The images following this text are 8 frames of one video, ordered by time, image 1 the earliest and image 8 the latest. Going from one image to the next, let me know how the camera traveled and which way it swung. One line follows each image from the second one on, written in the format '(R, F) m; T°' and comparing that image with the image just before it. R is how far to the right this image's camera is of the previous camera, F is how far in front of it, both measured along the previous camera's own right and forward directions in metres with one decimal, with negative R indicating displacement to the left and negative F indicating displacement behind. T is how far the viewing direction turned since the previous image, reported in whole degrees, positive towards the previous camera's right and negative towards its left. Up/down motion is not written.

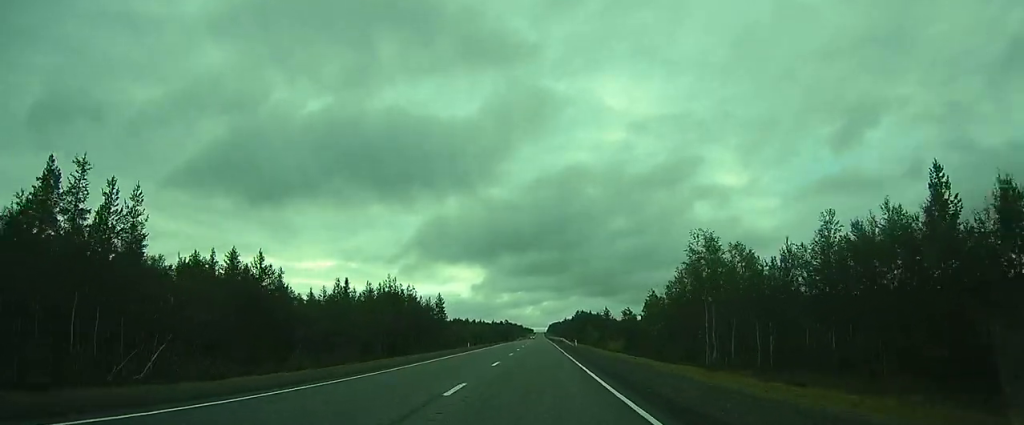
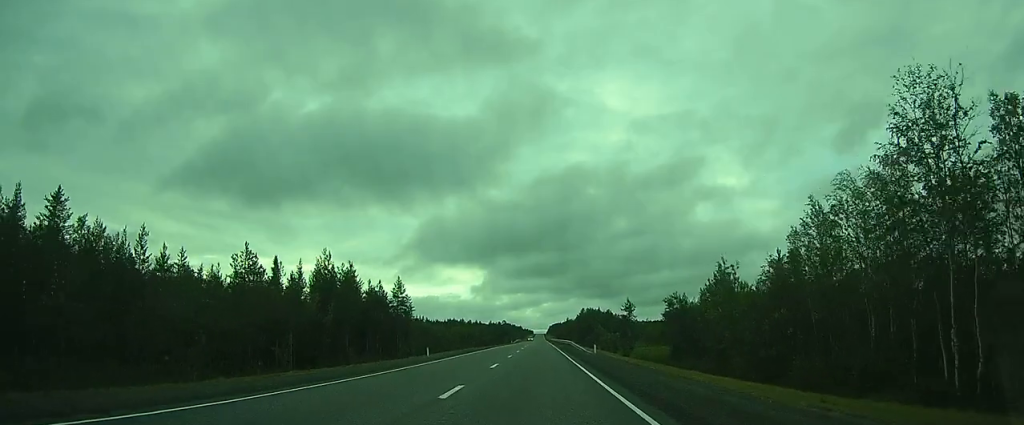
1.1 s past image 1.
(0.0, +25.5) m; 0°
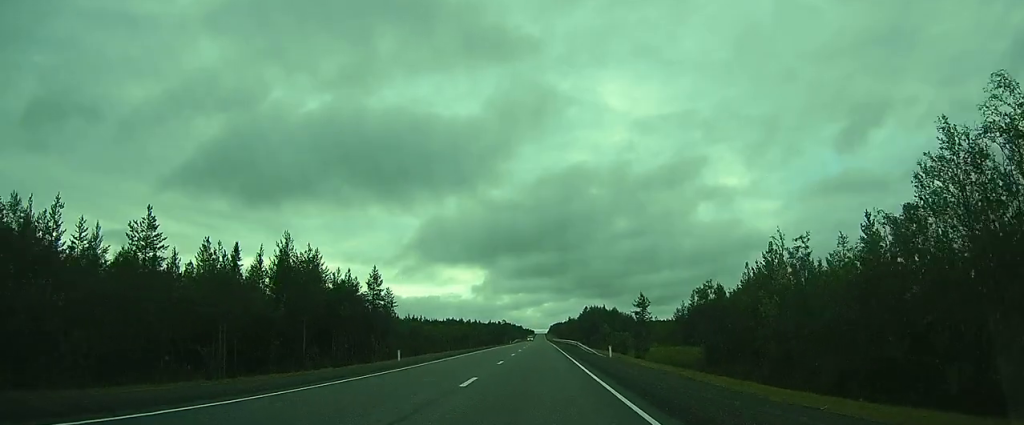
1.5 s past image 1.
(0.0, +9.3) m; 0°
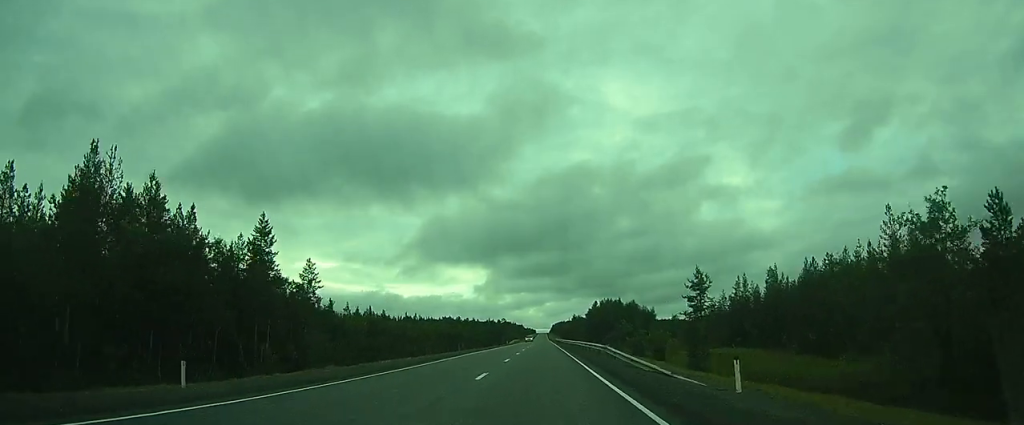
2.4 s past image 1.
(0.0, +22.0) m; 0°
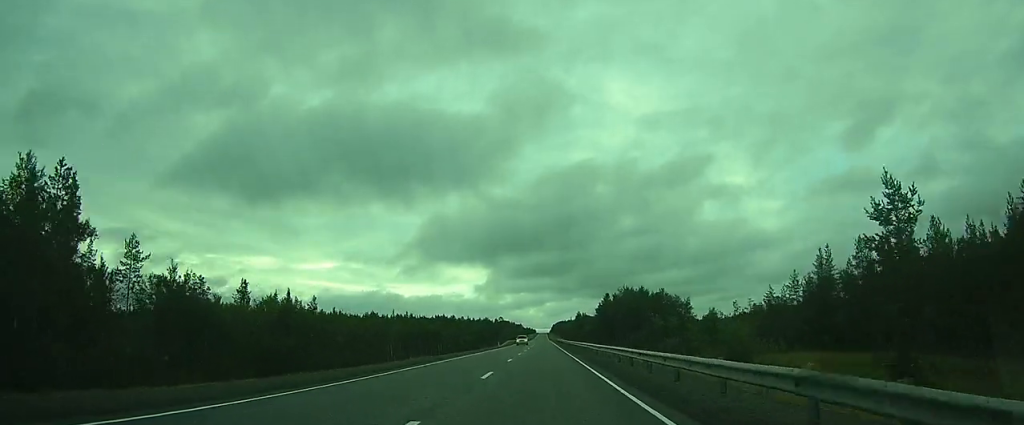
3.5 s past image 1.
(0.0, +23.2) m; 0°
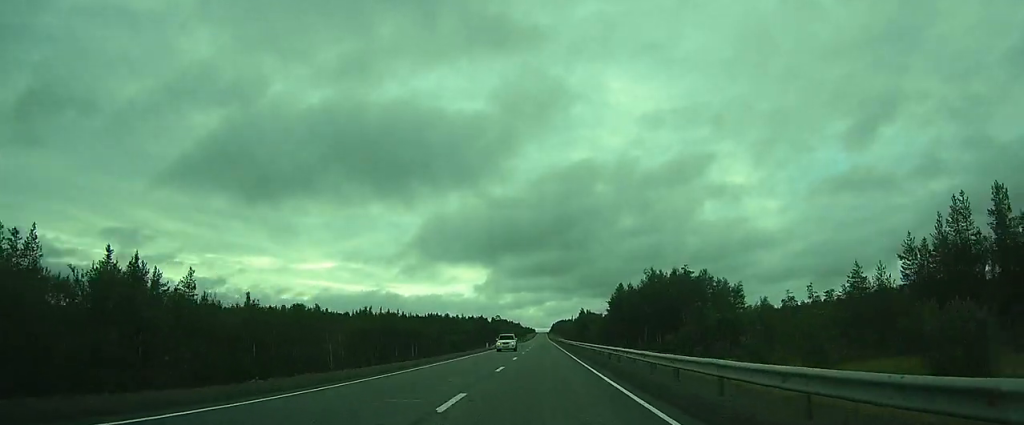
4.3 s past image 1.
(0.0, +19.4) m; 0°
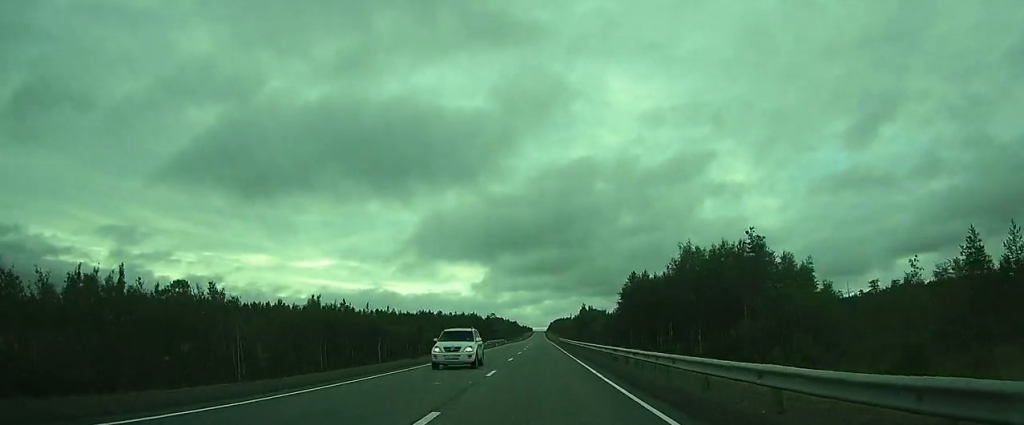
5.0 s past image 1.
(0.0, +15.0) m; 0°
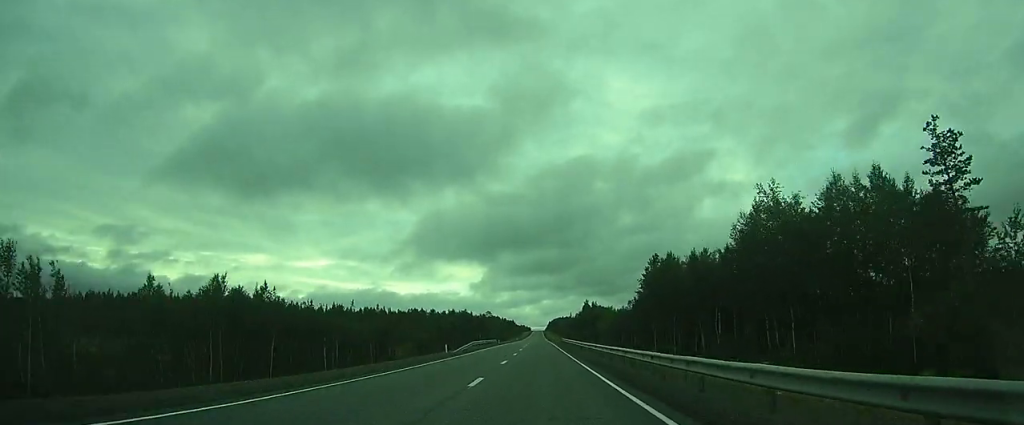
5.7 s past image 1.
(0.0, +15.7) m; 0°
